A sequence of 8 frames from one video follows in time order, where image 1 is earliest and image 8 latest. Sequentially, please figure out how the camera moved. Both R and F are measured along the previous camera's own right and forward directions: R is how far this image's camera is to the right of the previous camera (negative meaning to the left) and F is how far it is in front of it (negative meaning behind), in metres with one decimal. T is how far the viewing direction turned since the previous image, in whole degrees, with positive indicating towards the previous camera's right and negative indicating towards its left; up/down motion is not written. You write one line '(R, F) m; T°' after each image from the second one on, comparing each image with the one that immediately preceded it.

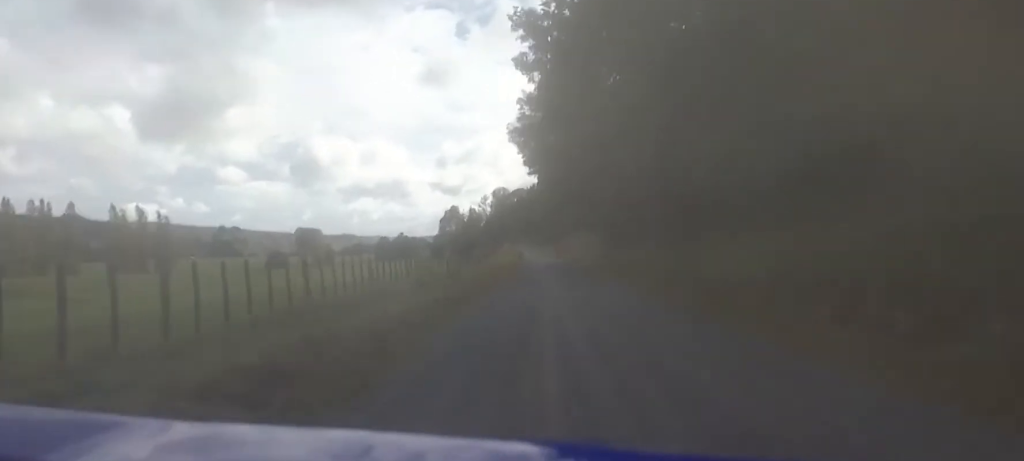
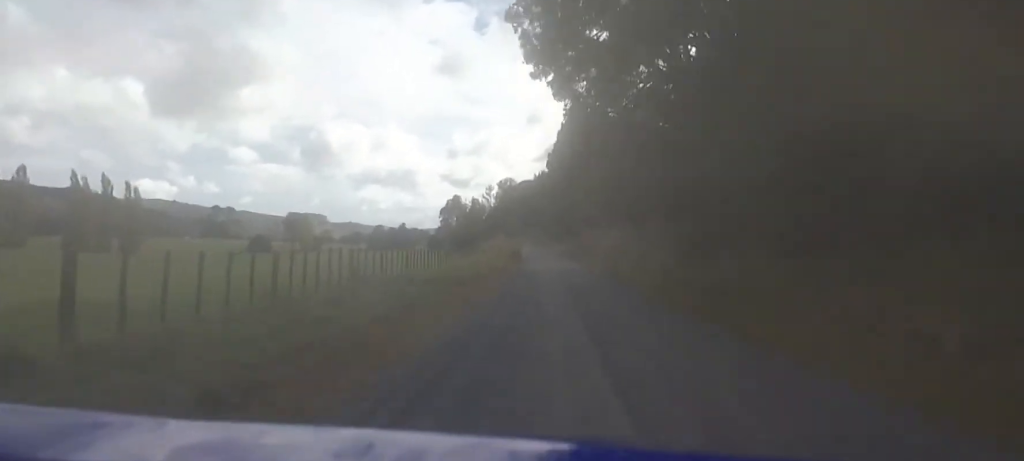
(+1.6, +19.9) m; +10°
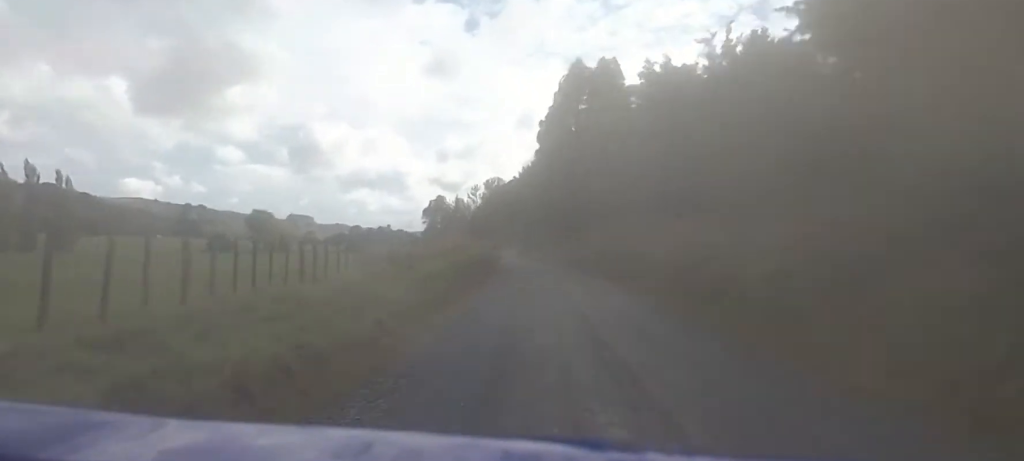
(+2.3, +23.1) m; +8°
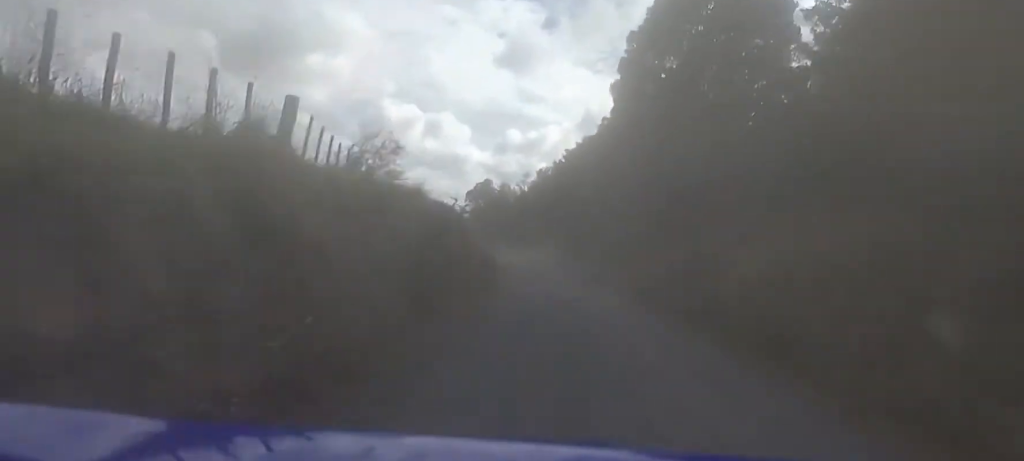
(+0.8, +25.5) m; 0°
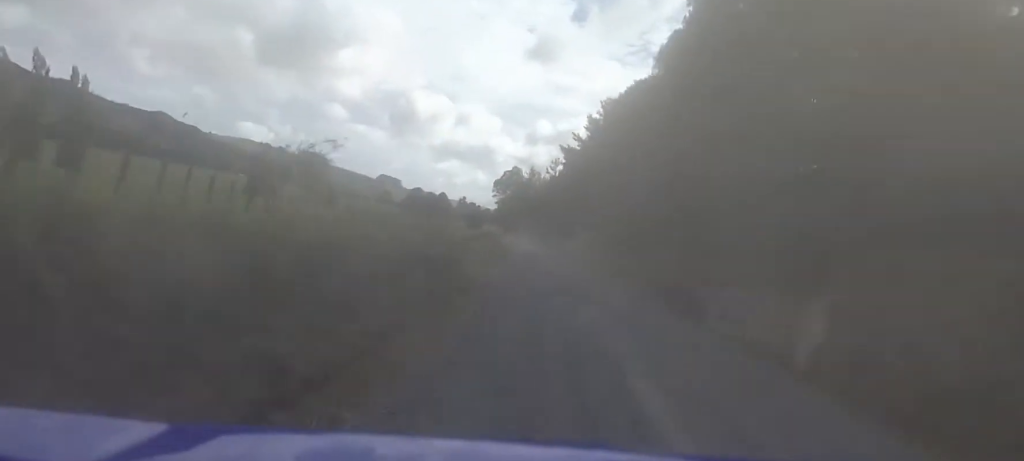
(+0.3, +17.3) m; -4°
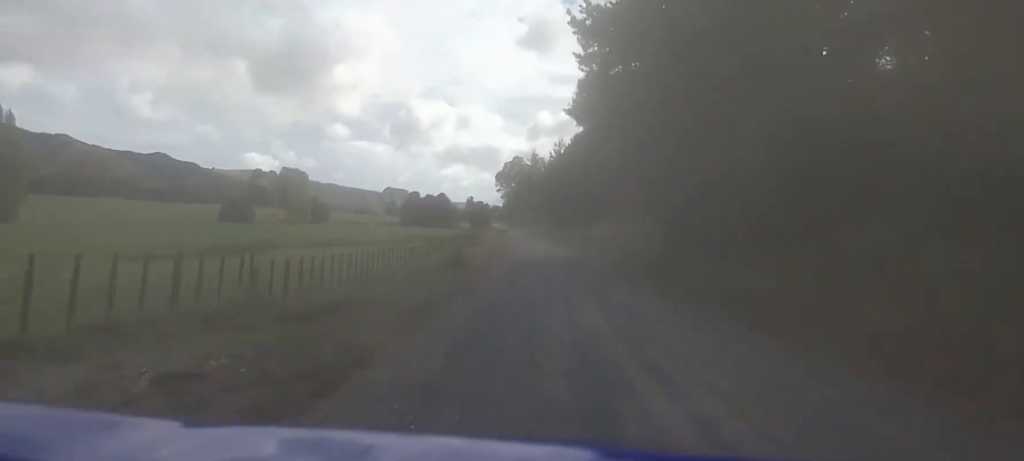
(-2.3, +23.8) m; -6°
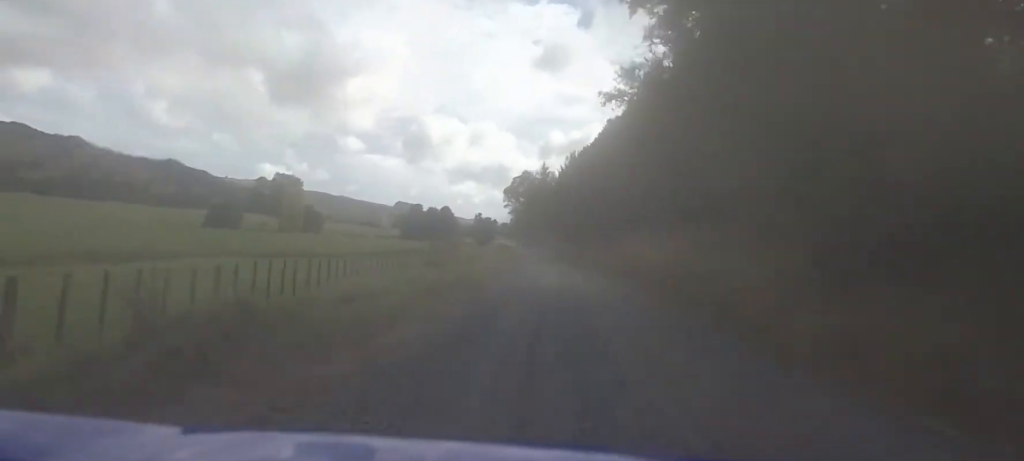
(0.0, +14.4) m; -2°
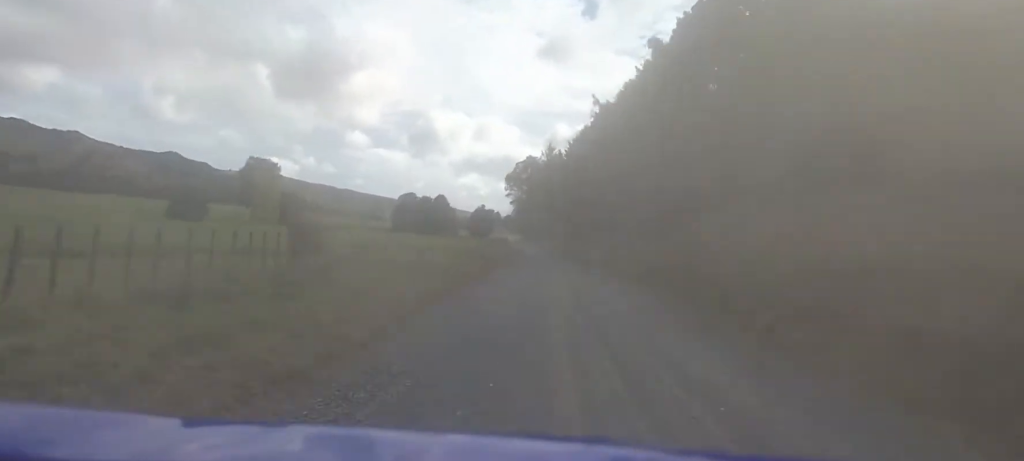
(-0.5, +20.2) m; -2°
